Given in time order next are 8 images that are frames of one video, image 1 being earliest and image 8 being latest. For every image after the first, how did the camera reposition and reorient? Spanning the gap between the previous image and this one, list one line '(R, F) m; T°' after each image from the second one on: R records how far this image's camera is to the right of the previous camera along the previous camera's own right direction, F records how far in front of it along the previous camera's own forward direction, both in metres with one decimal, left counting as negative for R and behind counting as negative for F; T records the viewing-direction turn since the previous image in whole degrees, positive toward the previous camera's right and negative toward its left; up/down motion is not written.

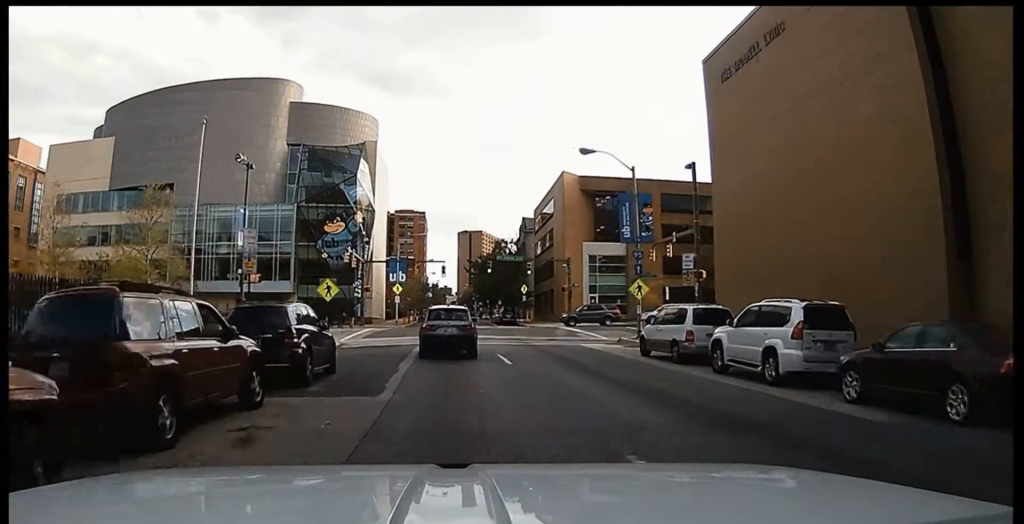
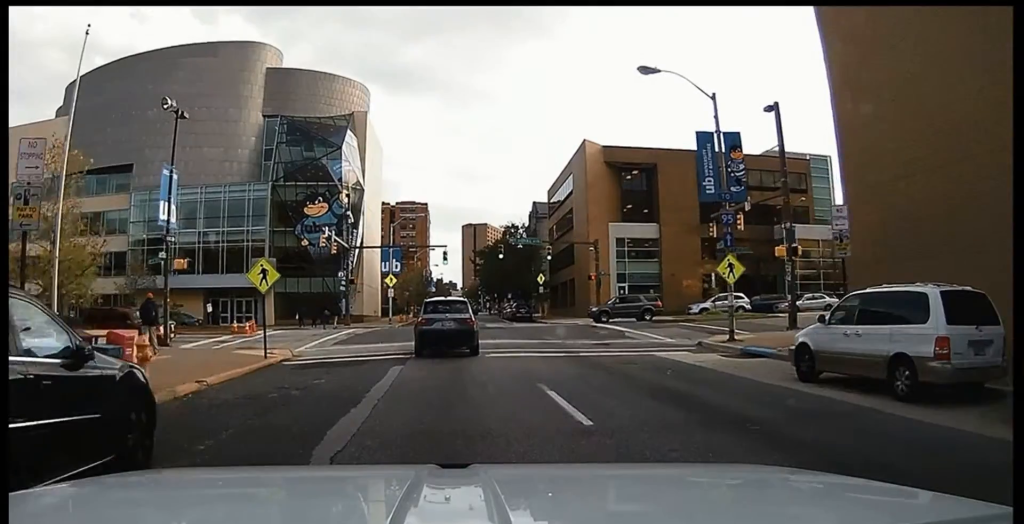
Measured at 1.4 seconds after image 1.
(-0.3, +12.2) m; +1°
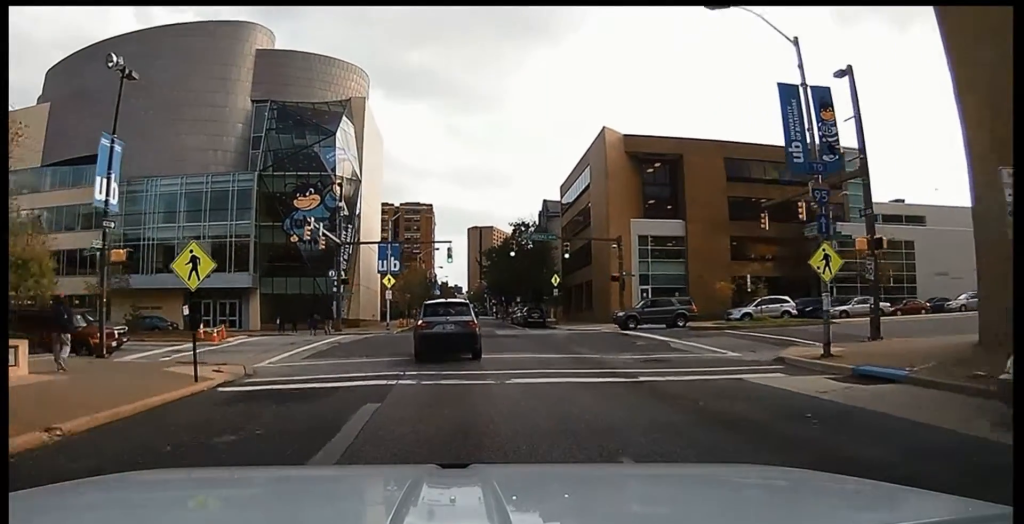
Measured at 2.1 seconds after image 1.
(+0.2, +5.7) m; 0°
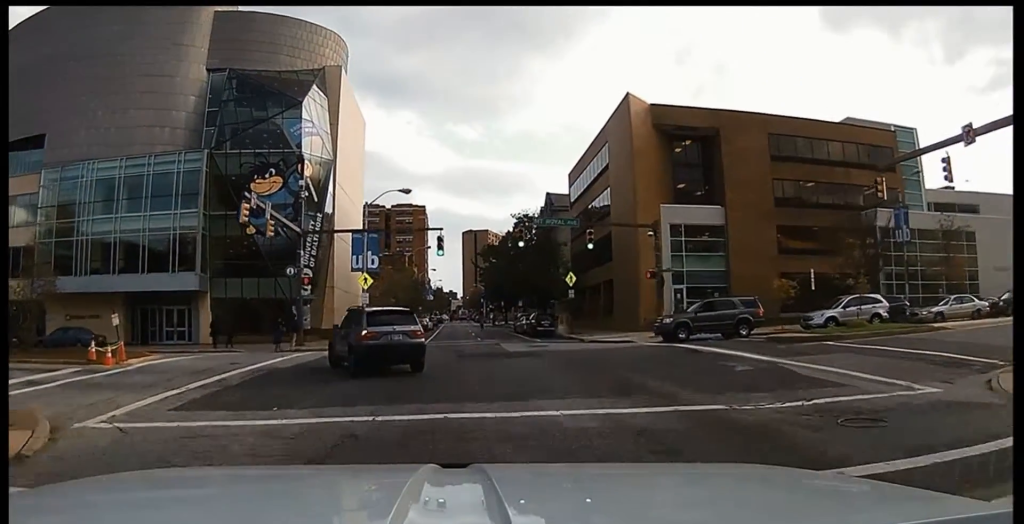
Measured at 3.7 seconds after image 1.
(-0.2, +11.1) m; 0°
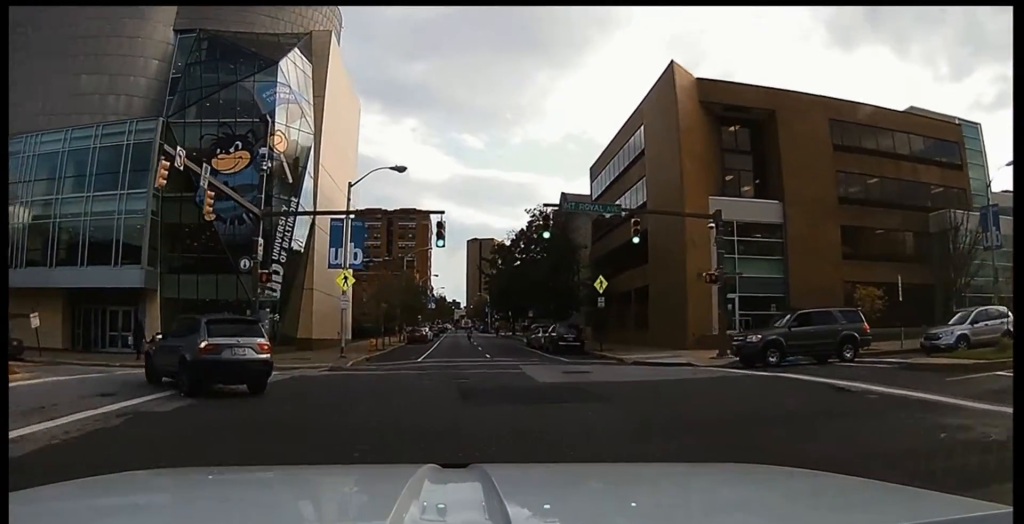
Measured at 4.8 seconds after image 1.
(+0.4, +8.2) m; +3°
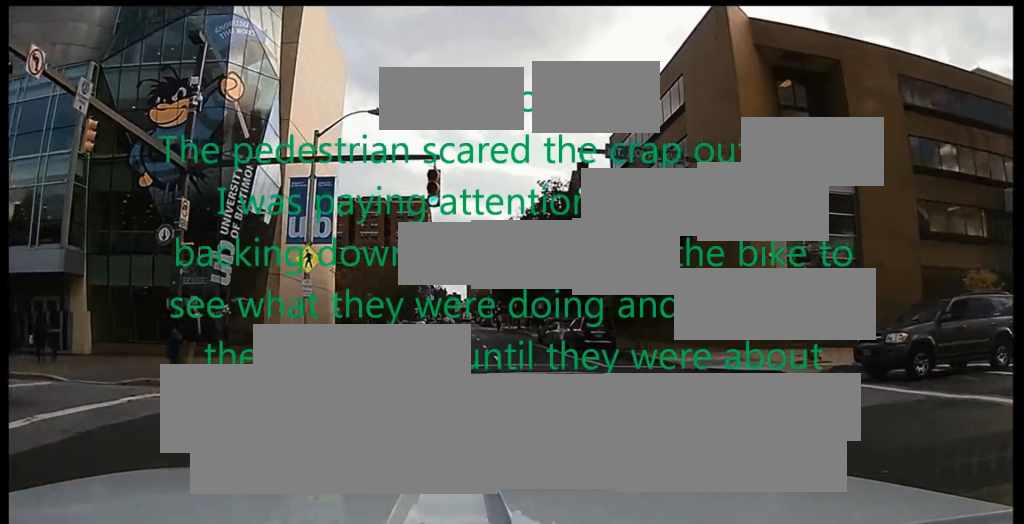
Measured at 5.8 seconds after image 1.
(0.0, +8.2) m; -1°
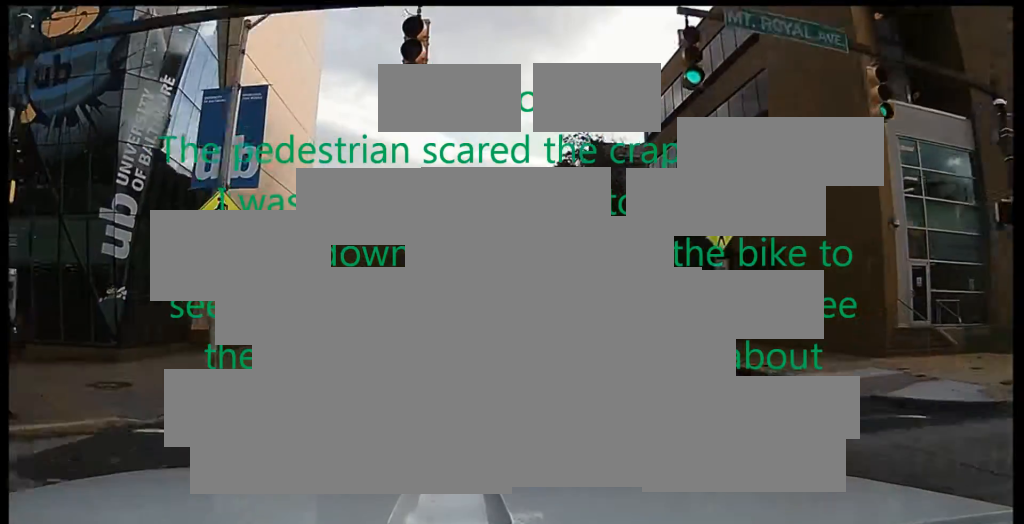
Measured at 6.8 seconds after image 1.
(-0.1, +9.0) m; -2°
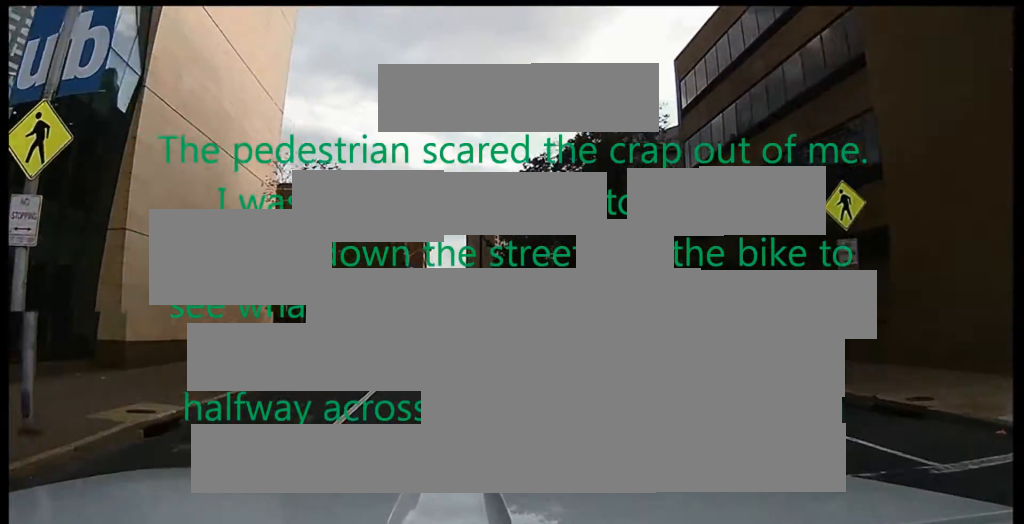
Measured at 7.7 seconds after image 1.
(-0.2, +7.9) m; 0°
